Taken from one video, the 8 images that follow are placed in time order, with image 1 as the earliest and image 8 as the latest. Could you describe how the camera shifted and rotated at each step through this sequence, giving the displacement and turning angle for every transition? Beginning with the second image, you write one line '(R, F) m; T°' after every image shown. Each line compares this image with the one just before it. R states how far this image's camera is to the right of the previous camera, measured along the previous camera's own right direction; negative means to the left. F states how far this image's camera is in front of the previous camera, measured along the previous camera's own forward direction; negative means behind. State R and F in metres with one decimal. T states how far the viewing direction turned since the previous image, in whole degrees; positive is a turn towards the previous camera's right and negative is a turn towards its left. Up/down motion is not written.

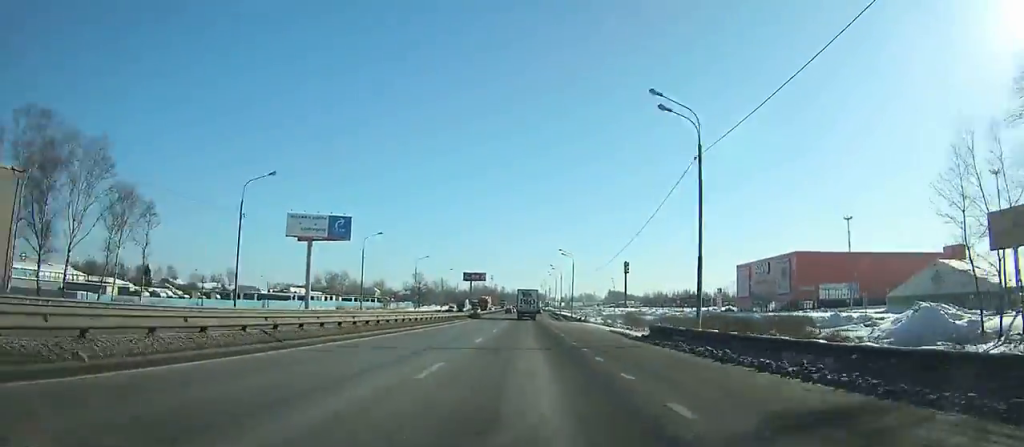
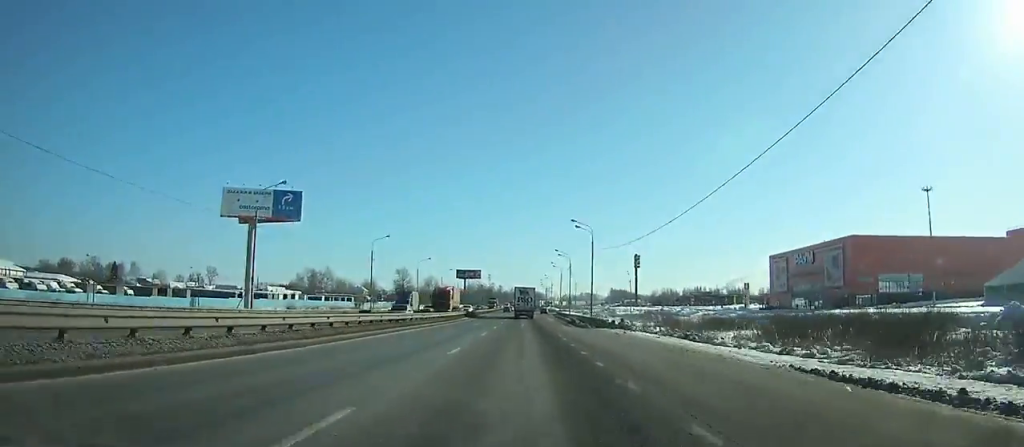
(0.0, +30.3) m; 0°
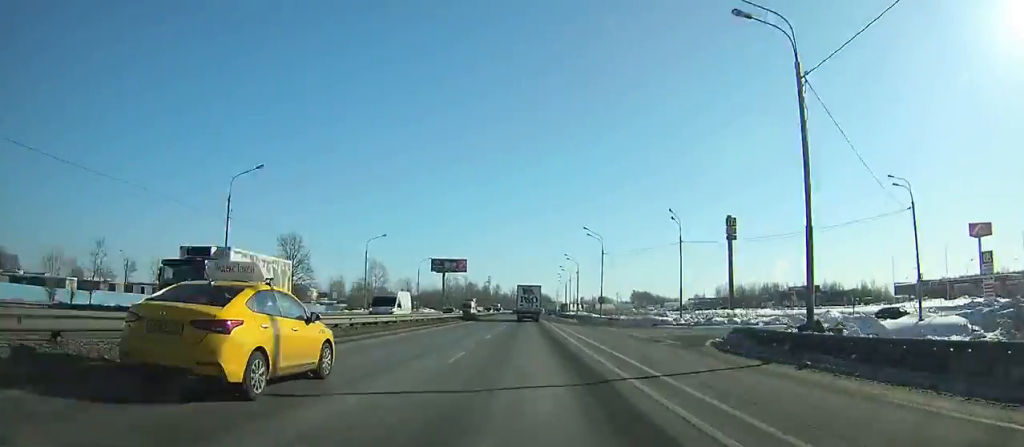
(-0.5, +109.3) m; 0°
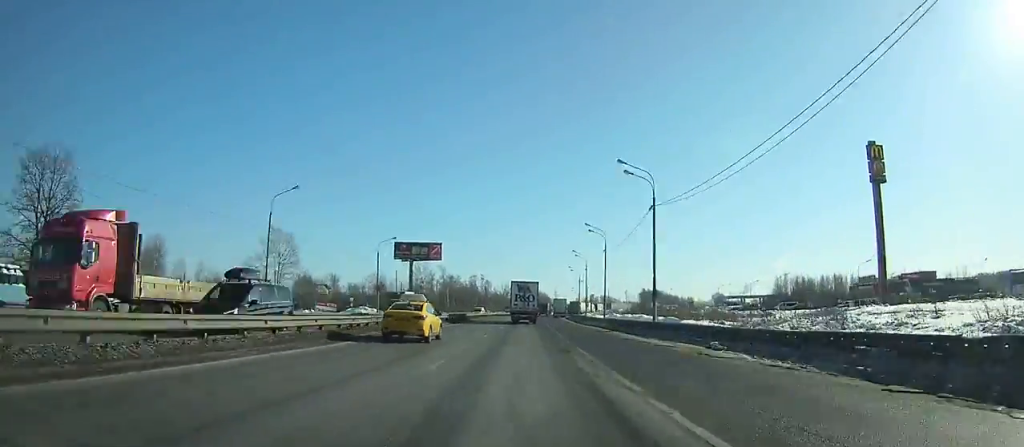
(-0.1, +63.6) m; 0°
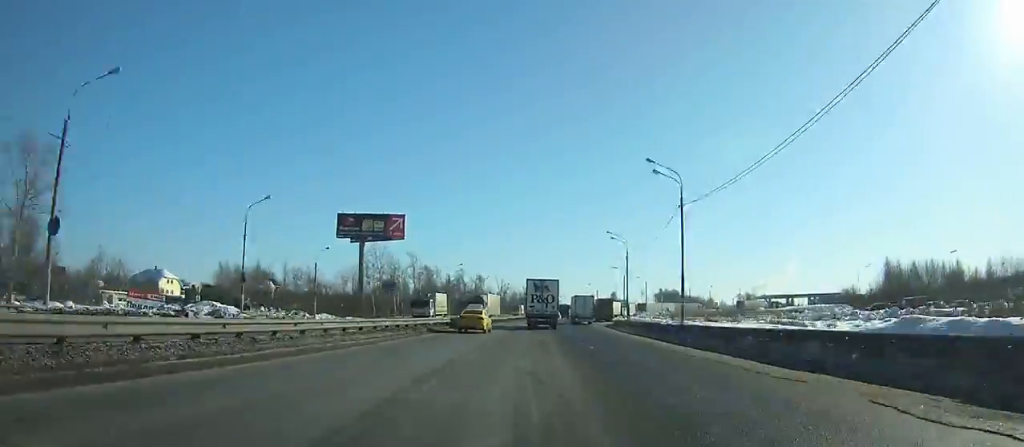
(+0.4, +58.8) m; +1°
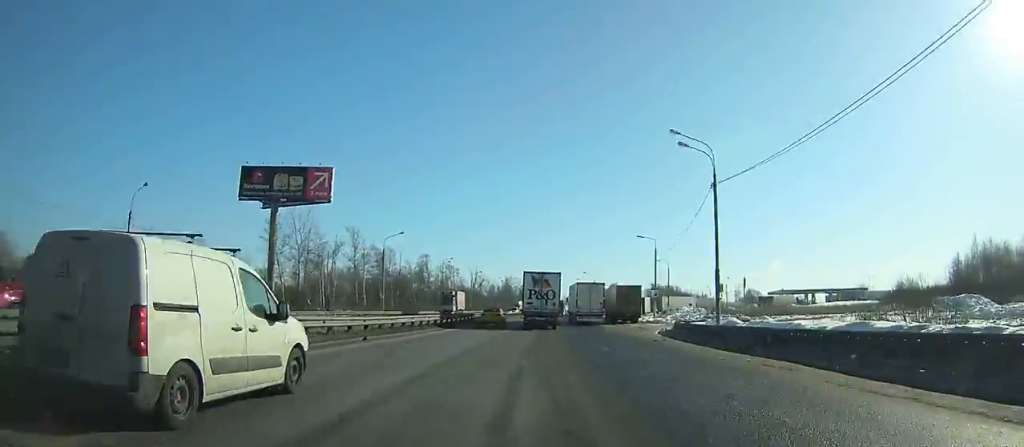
(-0.1, +38.2) m; +1°
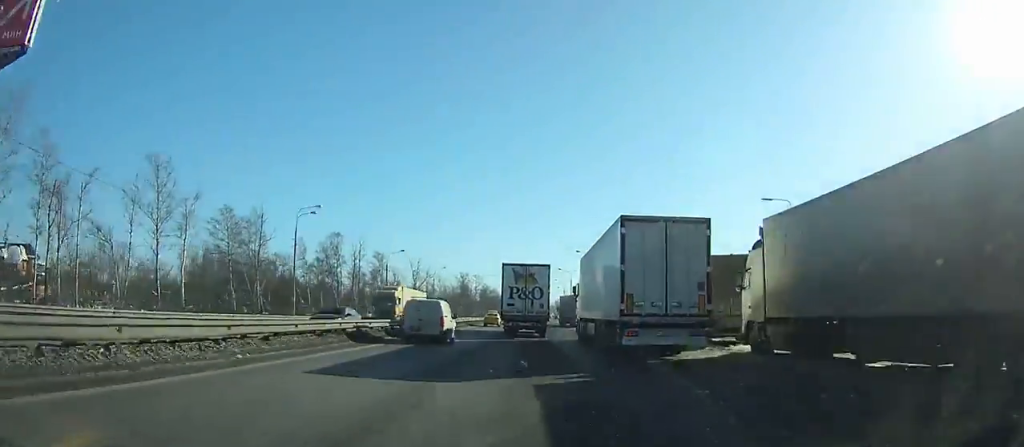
(+1.7, +56.9) m; +3°
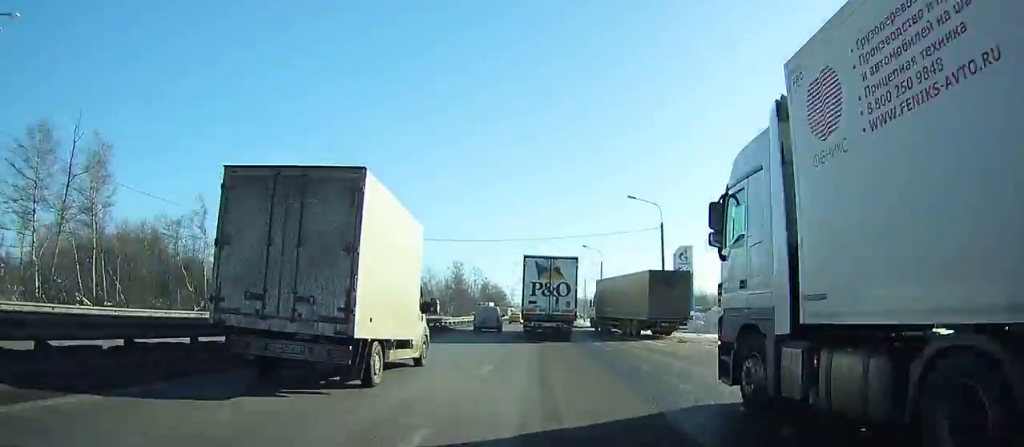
(+0.4, +38.0) m; +1°
